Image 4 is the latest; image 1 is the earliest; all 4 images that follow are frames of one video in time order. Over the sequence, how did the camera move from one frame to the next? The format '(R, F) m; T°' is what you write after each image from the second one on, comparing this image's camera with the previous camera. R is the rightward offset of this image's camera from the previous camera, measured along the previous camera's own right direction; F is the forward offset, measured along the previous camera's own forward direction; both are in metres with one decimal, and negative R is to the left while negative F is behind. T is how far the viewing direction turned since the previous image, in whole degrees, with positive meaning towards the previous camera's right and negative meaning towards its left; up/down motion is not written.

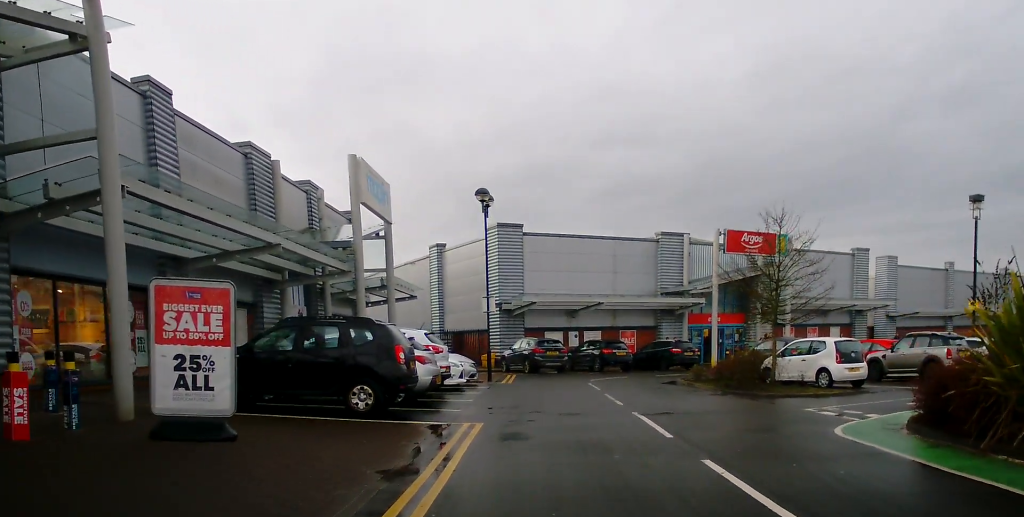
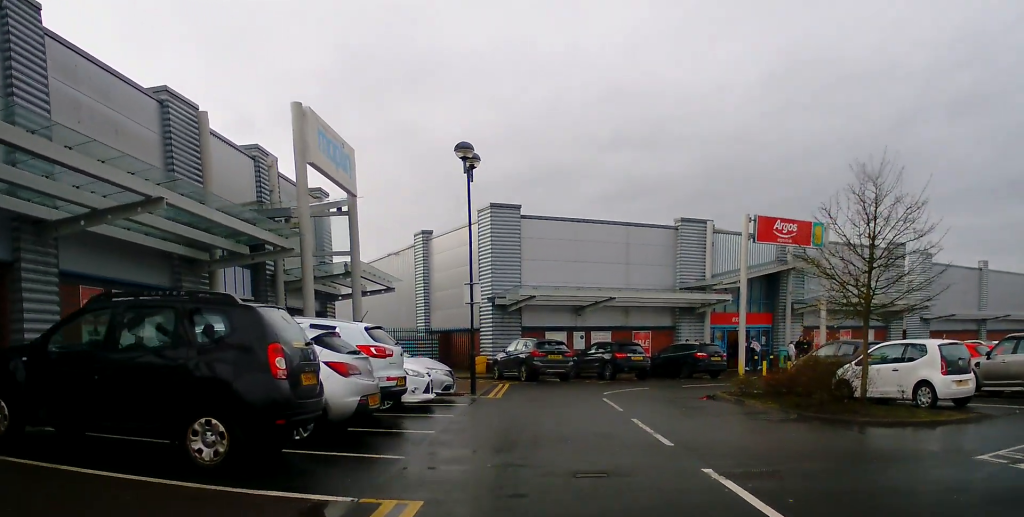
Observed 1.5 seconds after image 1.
(-0.3, +6.5) m; -8°
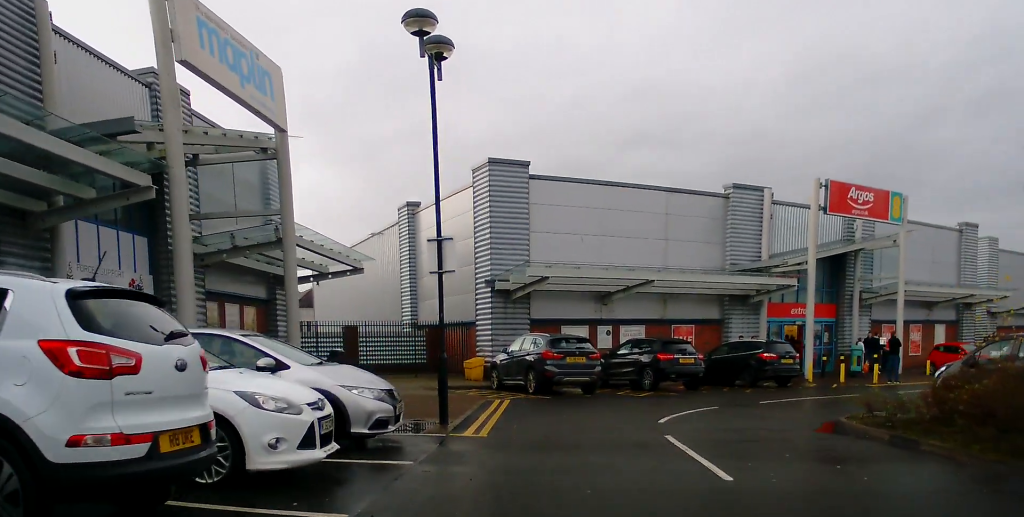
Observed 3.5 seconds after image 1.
(+0.1, +8.3) m; 0°
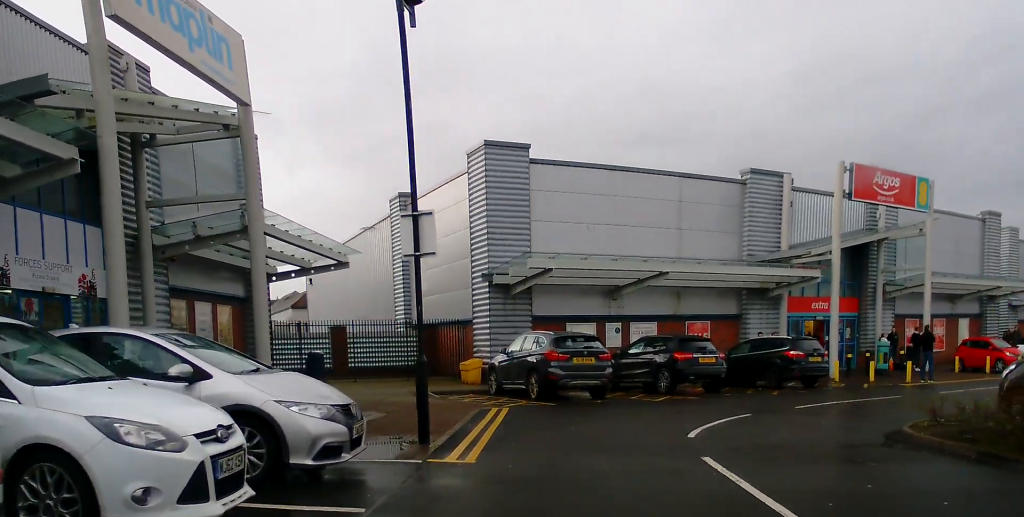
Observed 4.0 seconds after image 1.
(-0.3, +2.3) m; 0°
